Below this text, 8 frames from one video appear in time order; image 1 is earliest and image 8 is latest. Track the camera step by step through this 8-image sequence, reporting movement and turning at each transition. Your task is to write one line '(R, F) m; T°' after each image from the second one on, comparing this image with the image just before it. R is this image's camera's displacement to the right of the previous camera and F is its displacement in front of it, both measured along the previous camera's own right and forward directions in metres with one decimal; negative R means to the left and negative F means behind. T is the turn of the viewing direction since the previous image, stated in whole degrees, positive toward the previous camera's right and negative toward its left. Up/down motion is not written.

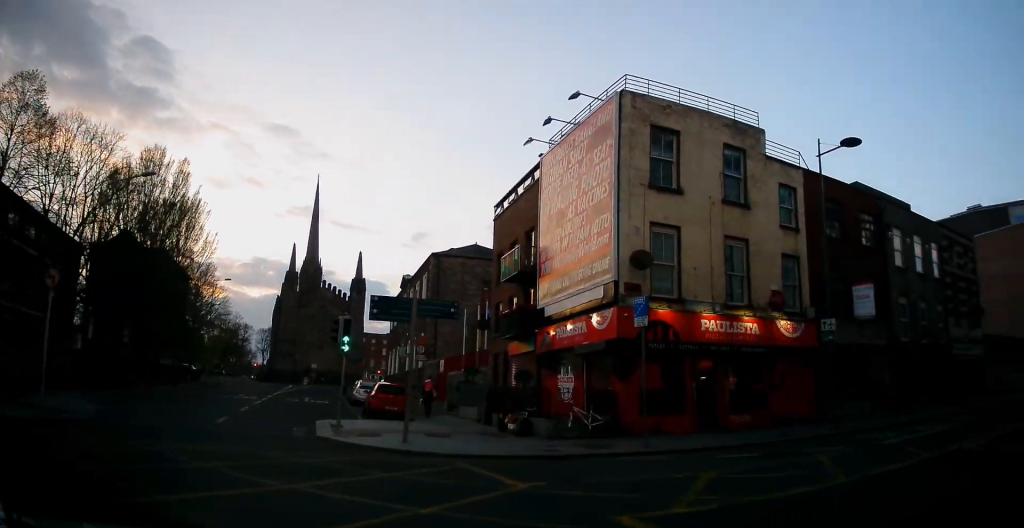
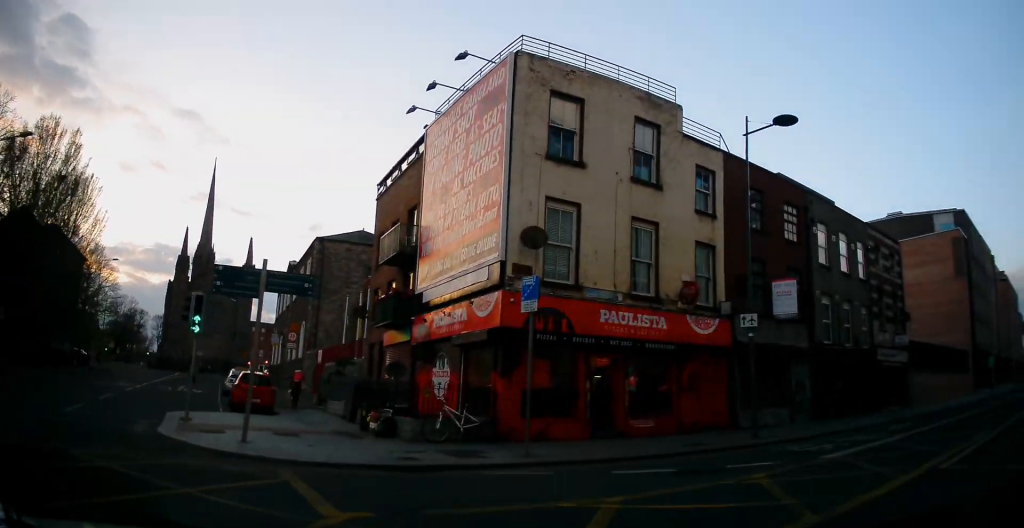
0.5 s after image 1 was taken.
(+0.1, +2.5) m; +11°
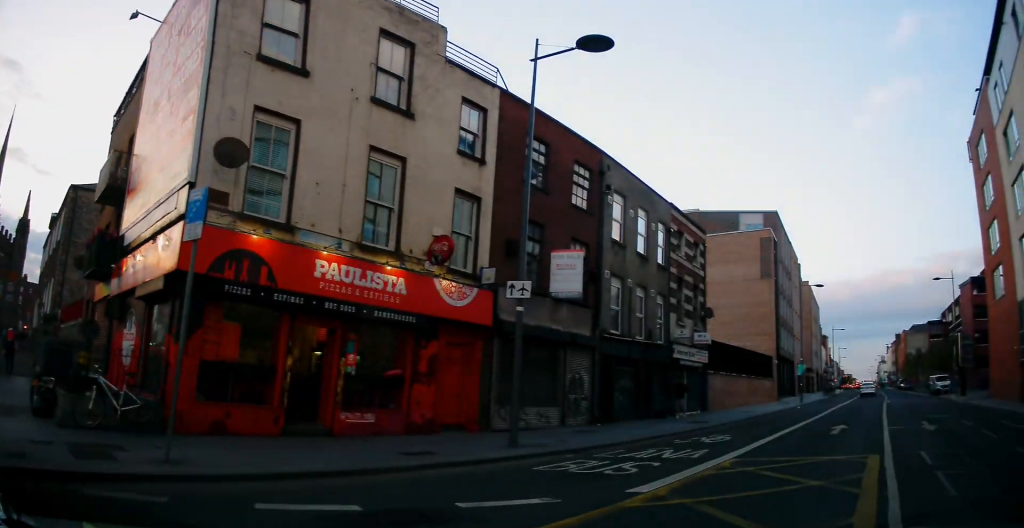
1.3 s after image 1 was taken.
(+0.8, +4.1) m; +19°
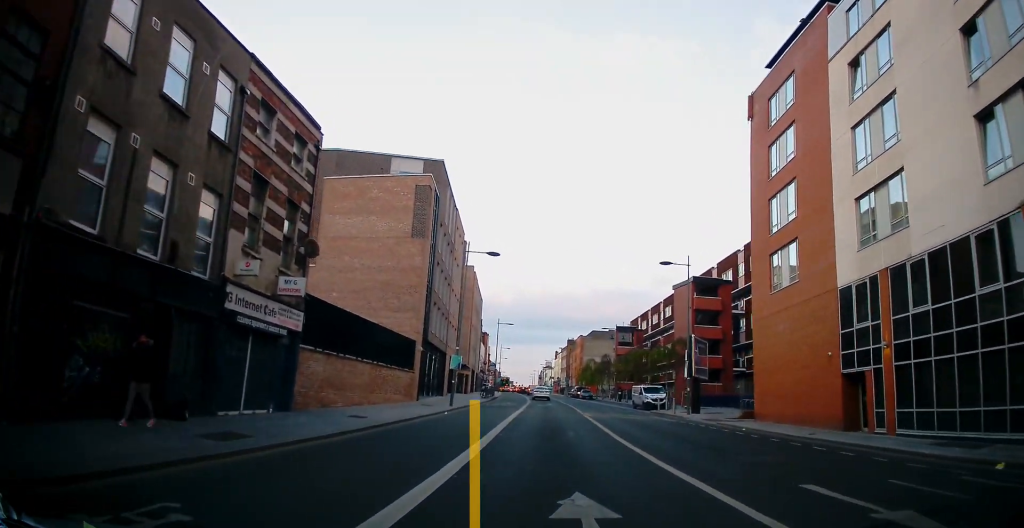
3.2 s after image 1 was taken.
(+3.9, +10.6) m; +34°
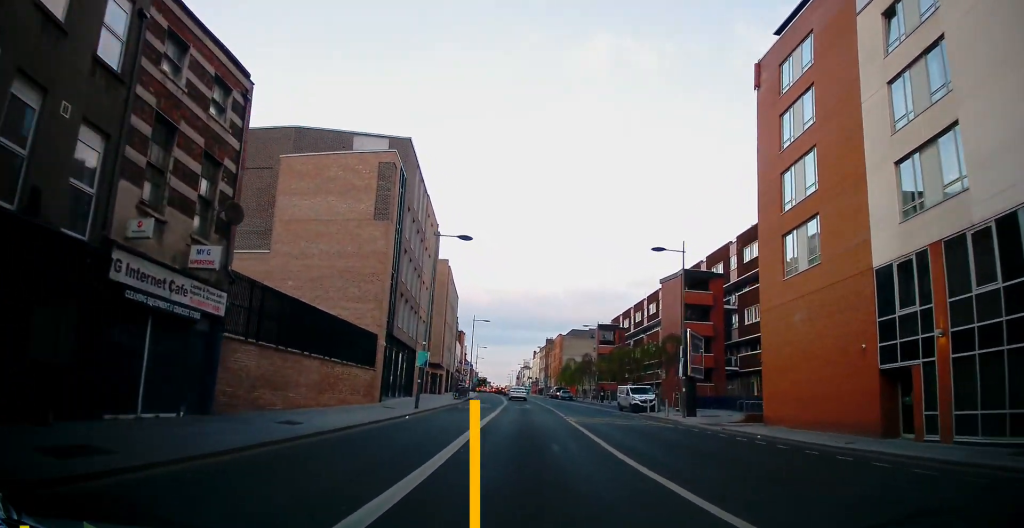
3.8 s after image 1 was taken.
(+0.1, +3.3) m; +6°
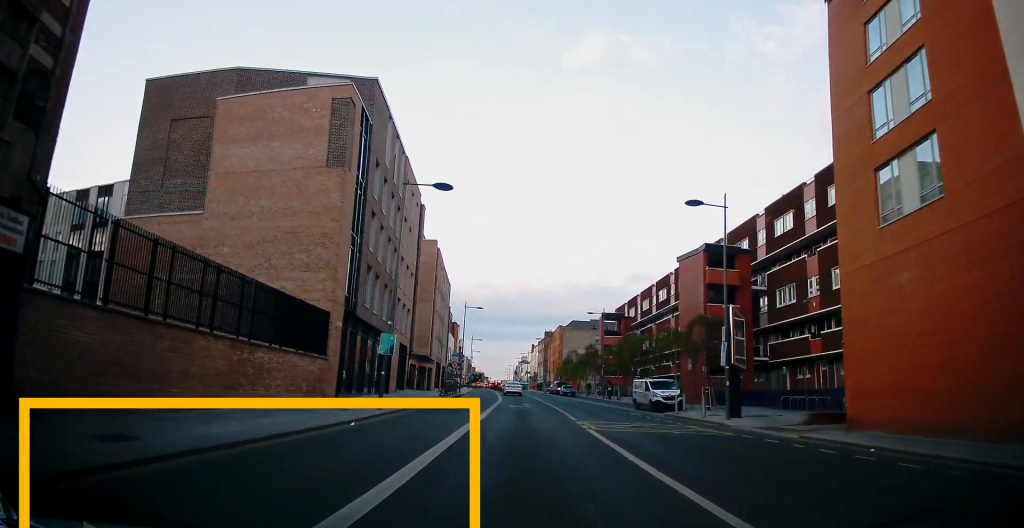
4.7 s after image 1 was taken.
(+0.6, +6.9) m; +2°
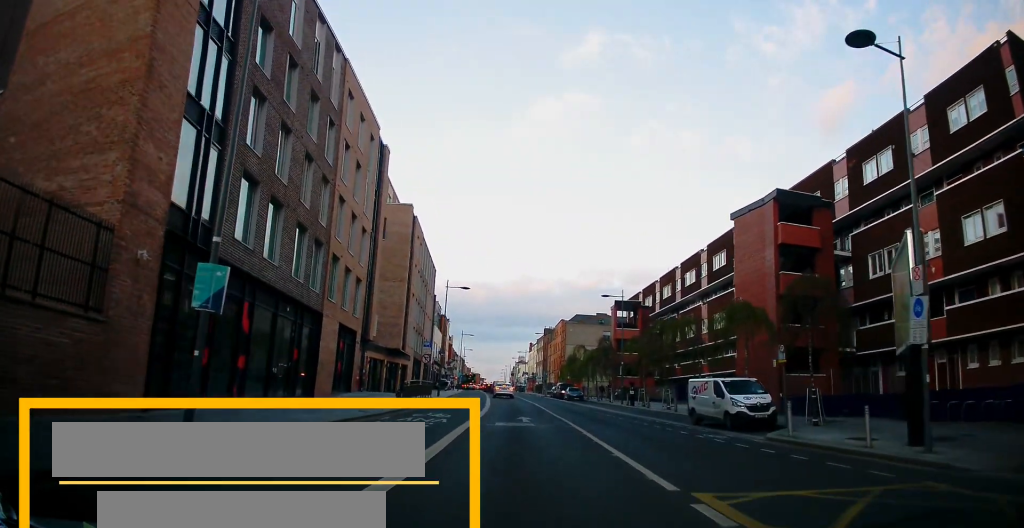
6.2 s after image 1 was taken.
(-0.4, +13.3) m; -1°
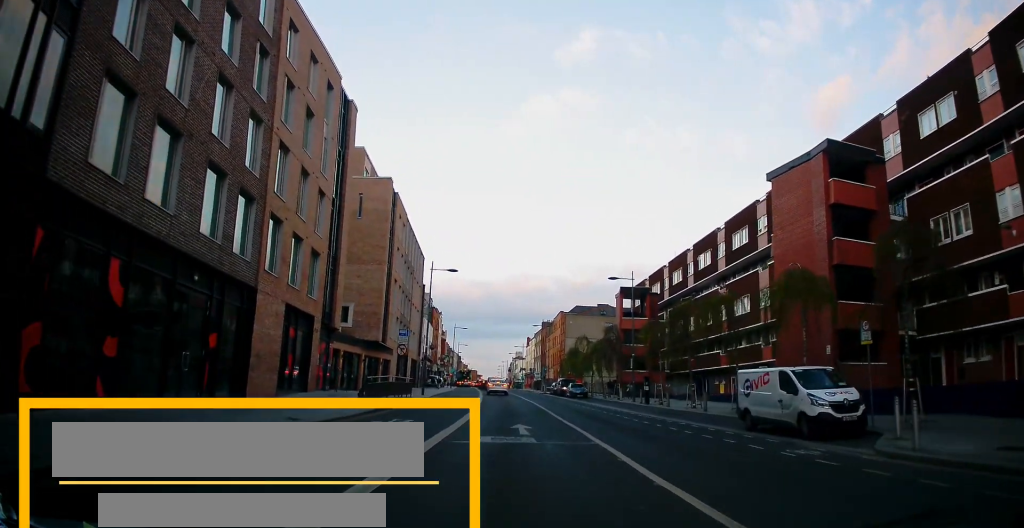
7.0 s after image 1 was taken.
(0.0, +6.7) m; +1°
